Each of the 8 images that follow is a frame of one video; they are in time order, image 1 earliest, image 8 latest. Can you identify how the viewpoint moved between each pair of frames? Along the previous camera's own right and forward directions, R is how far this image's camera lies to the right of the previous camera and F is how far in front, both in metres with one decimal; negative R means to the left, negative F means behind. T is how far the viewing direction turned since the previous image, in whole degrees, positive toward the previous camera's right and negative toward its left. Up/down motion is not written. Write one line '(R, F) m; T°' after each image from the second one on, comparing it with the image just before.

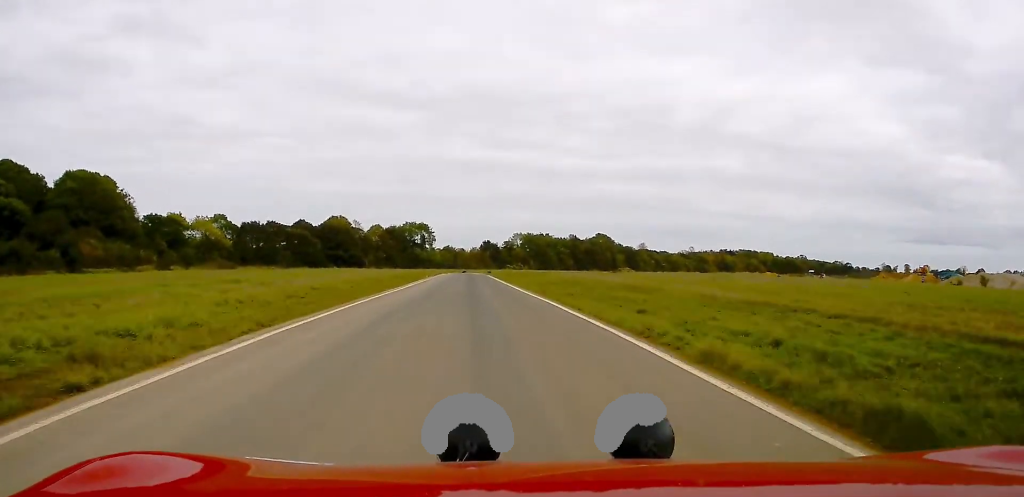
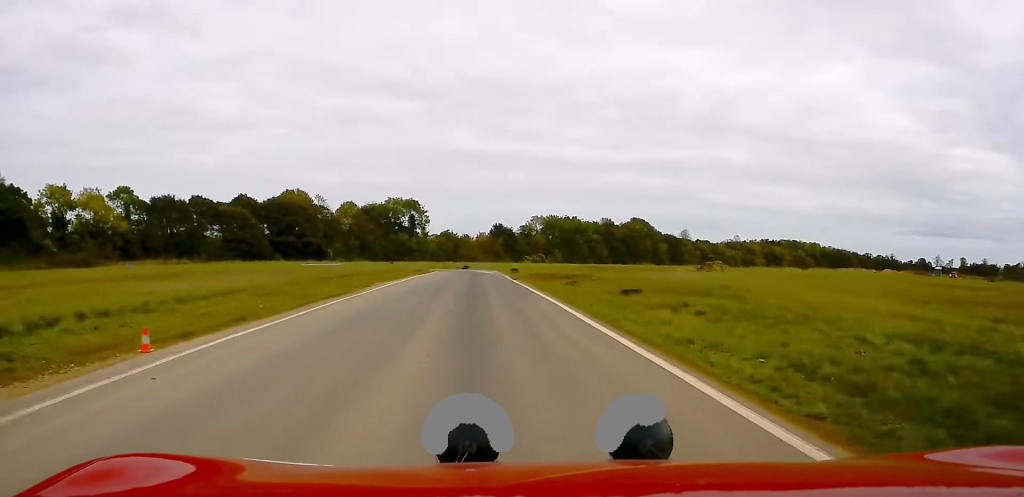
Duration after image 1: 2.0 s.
(-0.1, +63.9) m; -1°
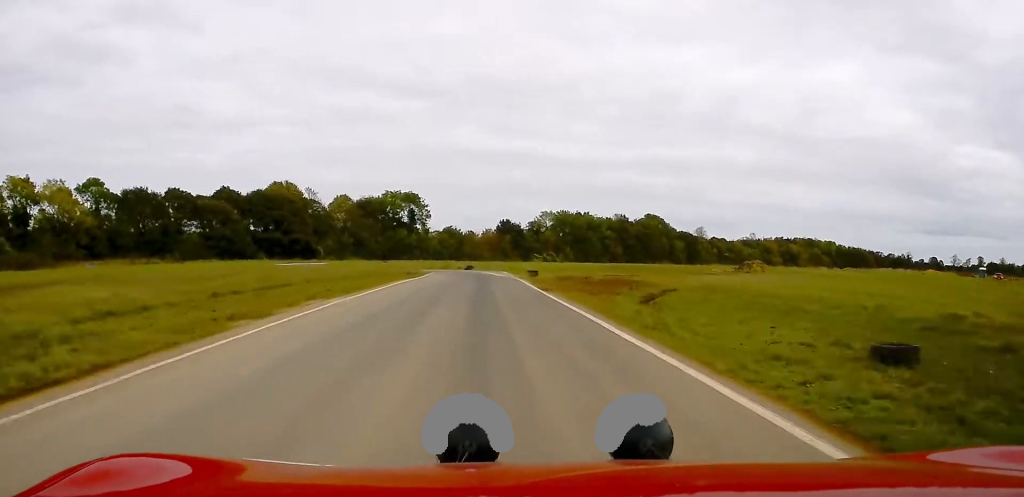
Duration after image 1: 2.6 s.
(-0.1, +14.8) m; 0°
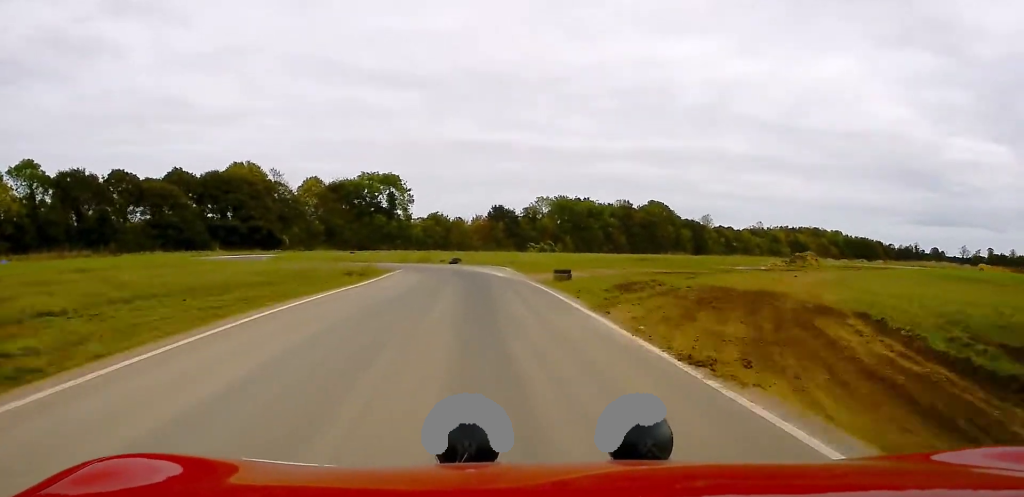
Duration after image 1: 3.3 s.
(0.0, +19.1) m; 0°
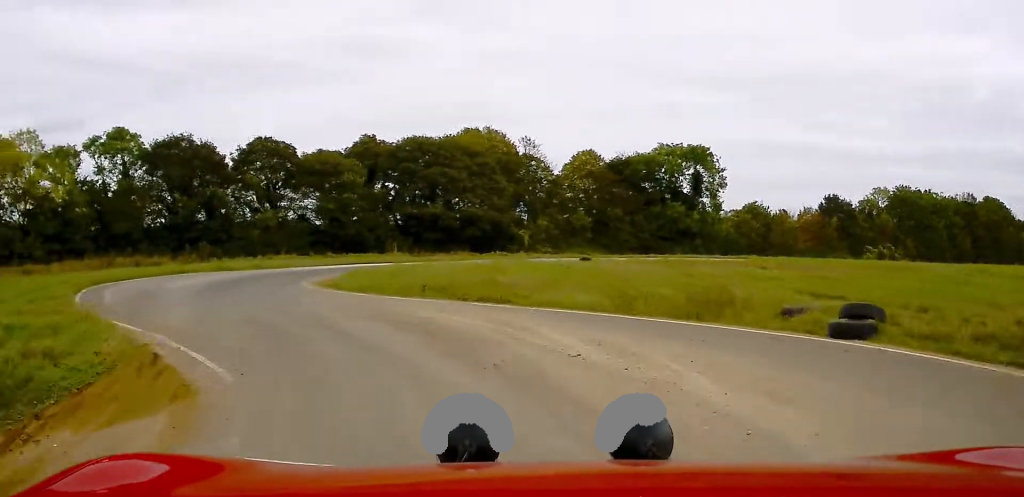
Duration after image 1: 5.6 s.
(-3.8, +40.9) m; -26°
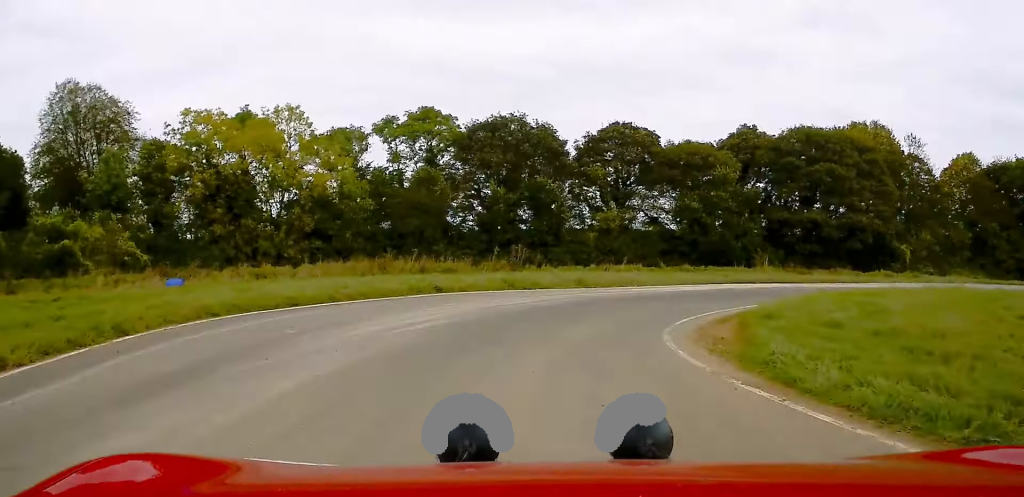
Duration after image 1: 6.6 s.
(-3.1, +14.9) m; -5°
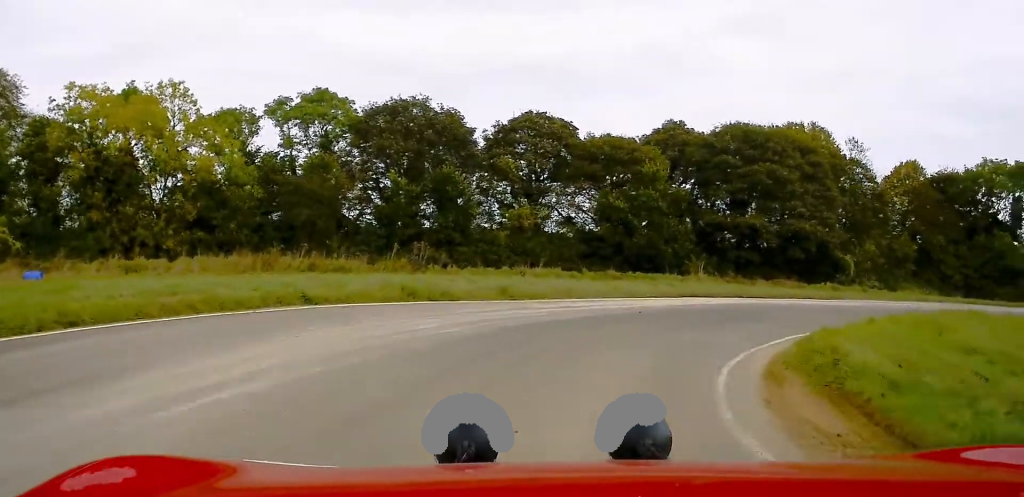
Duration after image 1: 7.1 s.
(+0.8, +5.9) m; +8°
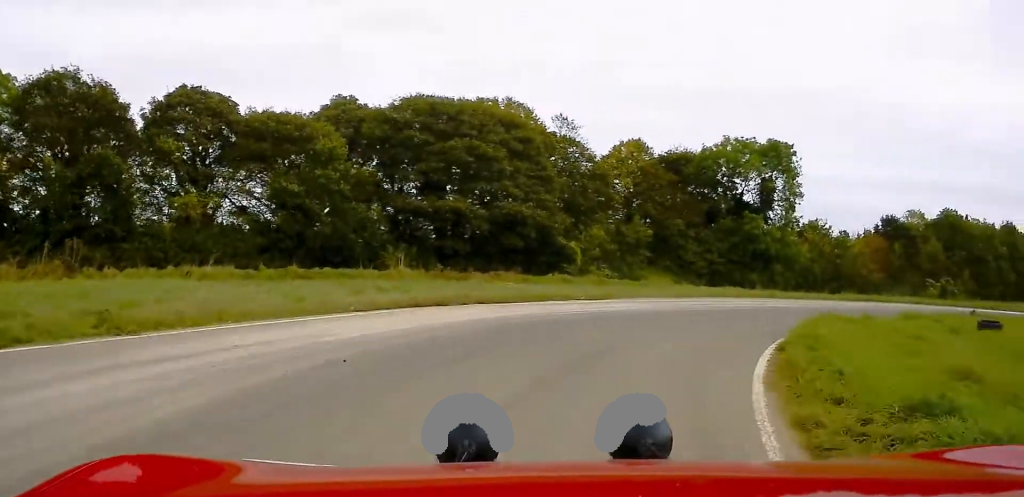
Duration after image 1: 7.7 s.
(+0.1, +8.3) m; +13°
